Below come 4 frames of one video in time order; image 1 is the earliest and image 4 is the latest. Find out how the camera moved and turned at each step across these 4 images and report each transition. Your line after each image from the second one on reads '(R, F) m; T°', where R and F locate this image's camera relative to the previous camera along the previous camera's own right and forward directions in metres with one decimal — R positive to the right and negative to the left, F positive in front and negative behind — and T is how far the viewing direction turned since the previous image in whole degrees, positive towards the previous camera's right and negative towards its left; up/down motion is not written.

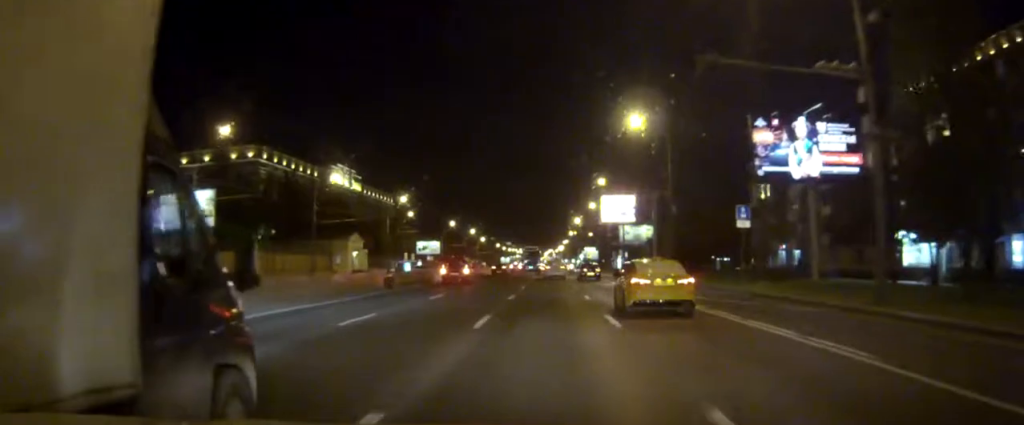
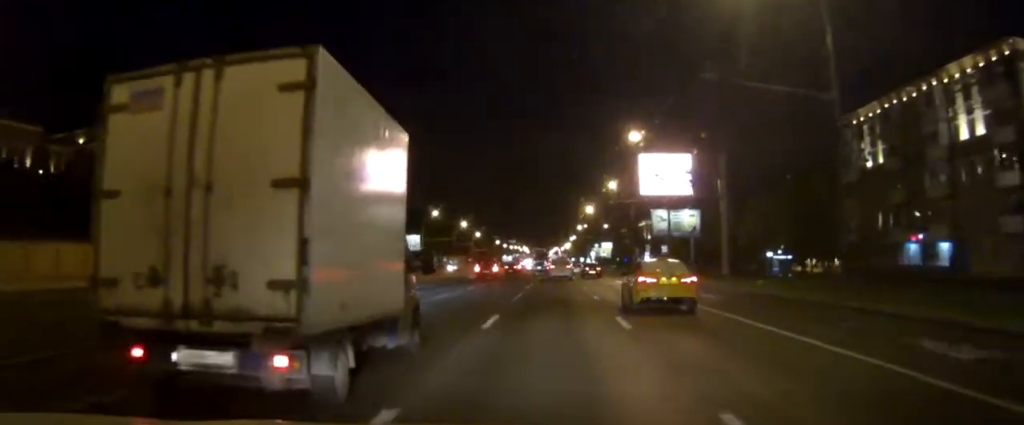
(+0.1, +36.2) m; 0°
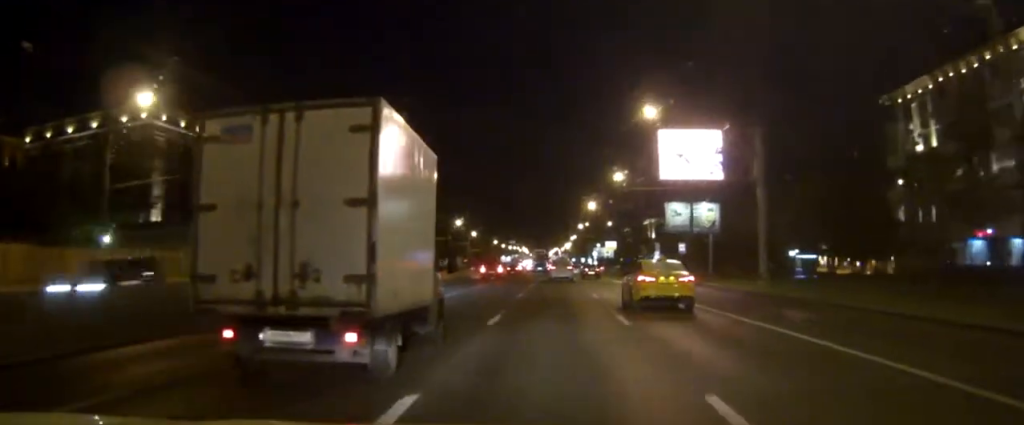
(0.0, +11.1) m; 0°
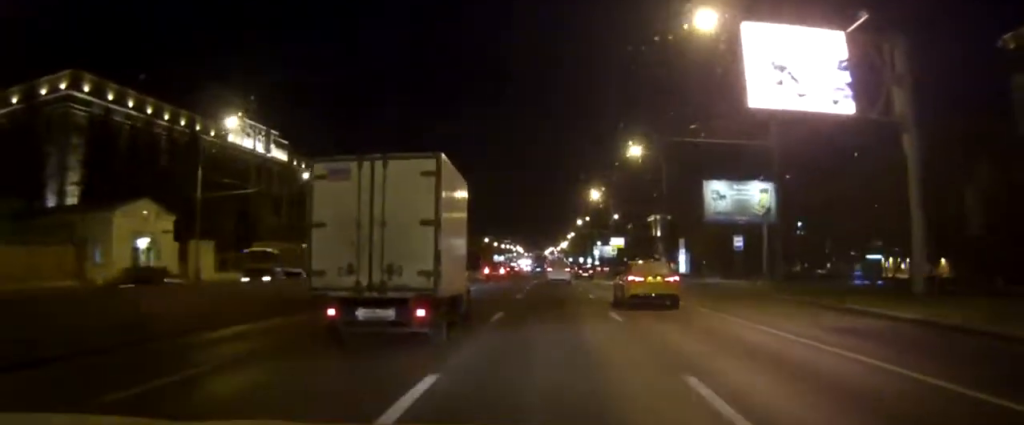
(-0.1, +22.6) m; 0°
